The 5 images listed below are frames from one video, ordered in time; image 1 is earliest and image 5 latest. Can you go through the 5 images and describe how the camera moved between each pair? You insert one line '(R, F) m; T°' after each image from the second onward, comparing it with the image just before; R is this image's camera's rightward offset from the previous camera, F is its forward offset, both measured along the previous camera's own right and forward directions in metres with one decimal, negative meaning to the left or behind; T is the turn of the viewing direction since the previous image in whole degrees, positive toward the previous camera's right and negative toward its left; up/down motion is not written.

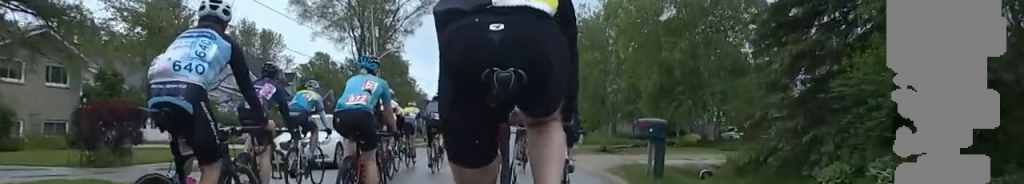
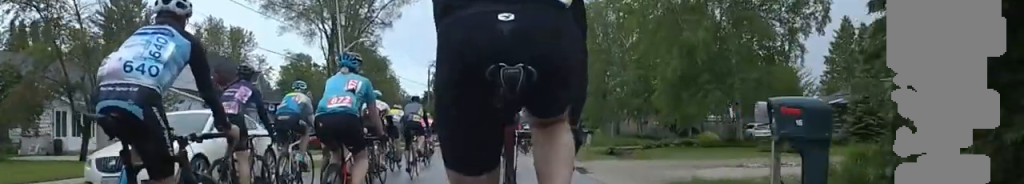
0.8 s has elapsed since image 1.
(+0.3, +6.1) m; +3°
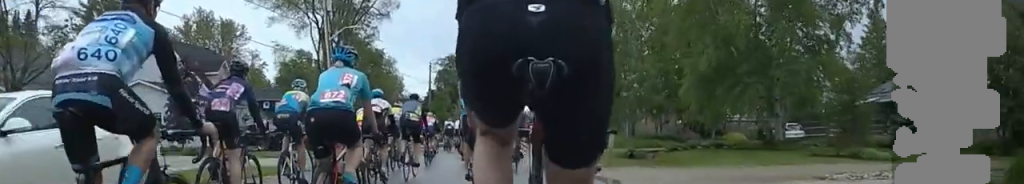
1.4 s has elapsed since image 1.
(0.0, +4.3) m; 0°
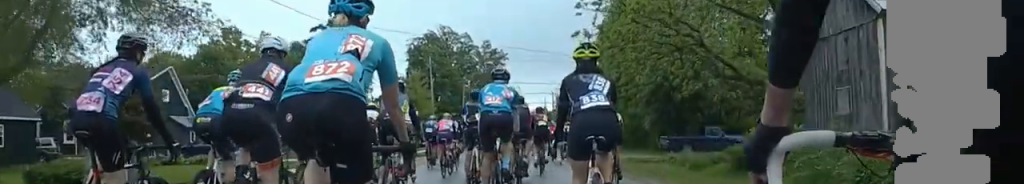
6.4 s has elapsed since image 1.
(+1.8, +43.7) m; +5°
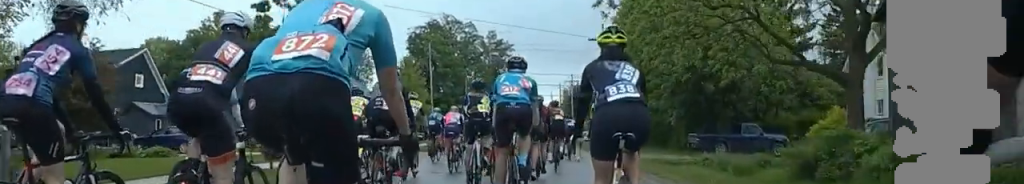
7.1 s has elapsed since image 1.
(+0.6, +6.7) m; 0°
